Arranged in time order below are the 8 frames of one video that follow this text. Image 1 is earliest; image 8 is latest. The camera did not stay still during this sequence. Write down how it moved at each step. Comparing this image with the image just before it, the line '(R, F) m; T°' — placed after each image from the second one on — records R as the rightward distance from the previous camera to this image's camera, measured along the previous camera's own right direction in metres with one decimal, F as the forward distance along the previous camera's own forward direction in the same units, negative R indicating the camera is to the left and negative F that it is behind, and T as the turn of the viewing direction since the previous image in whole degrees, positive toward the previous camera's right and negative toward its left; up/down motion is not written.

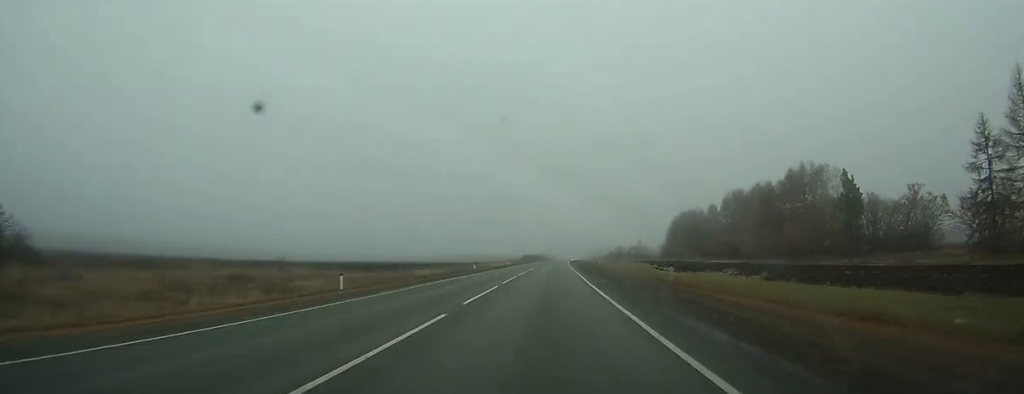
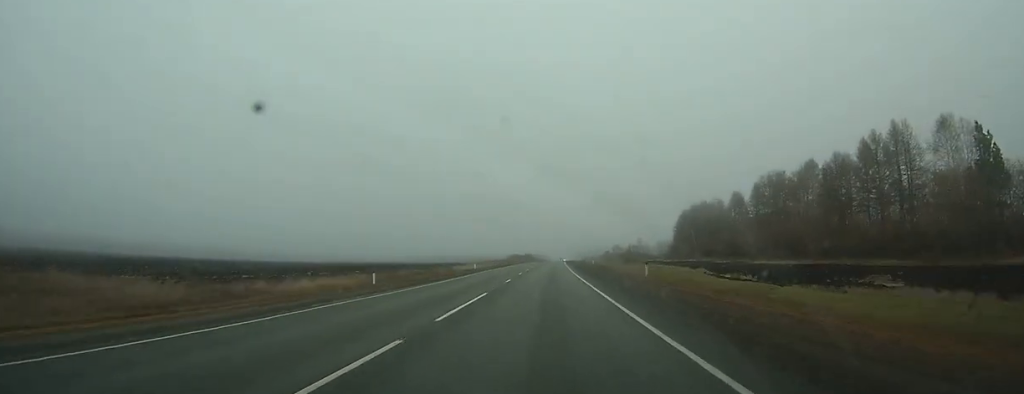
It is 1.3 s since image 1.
(+0.3, +39.6) m; +1°
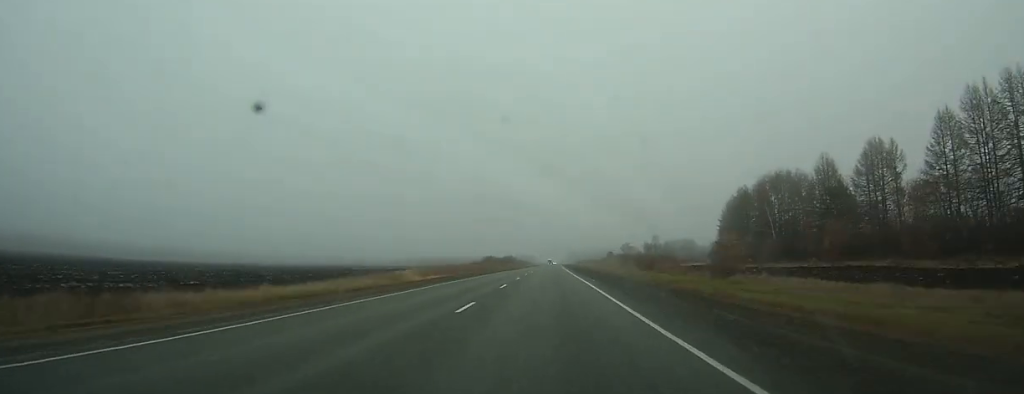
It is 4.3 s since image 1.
(+1.3, +87.3) m; +1°
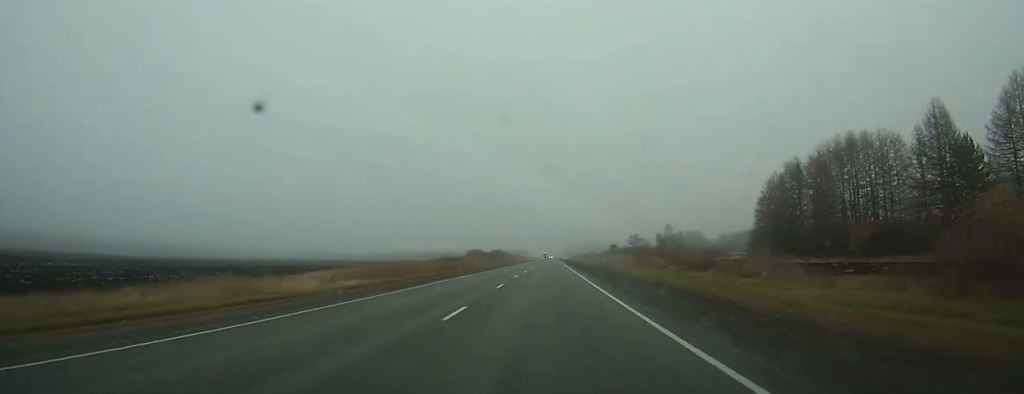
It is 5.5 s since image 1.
(+0.1, +37.8) m; 0°
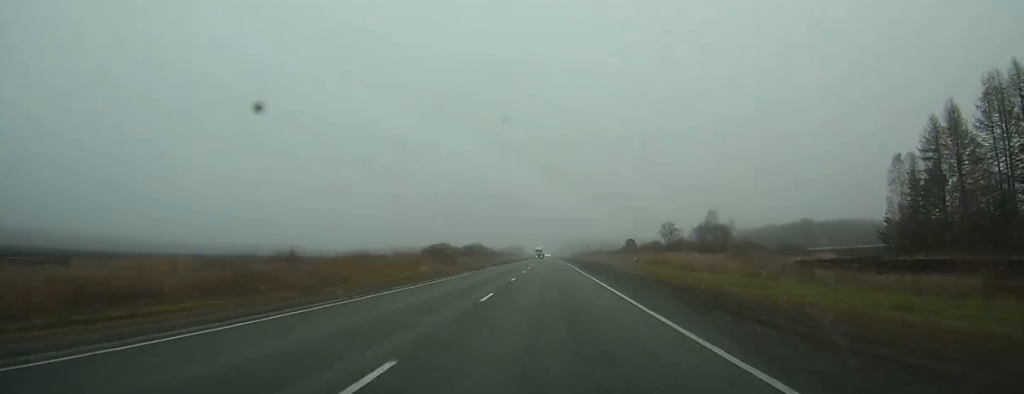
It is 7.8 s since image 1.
(+0.4, +67.6) m; +1°
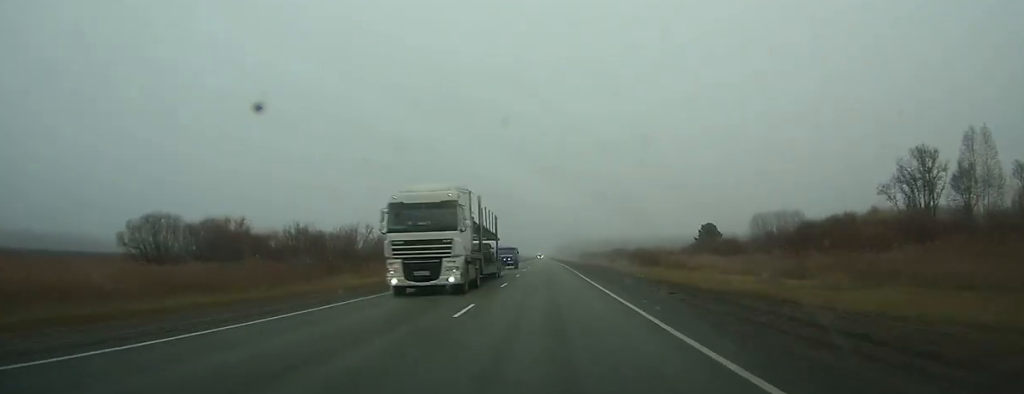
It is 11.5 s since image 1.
(+0.3, +111.1) m; 0°
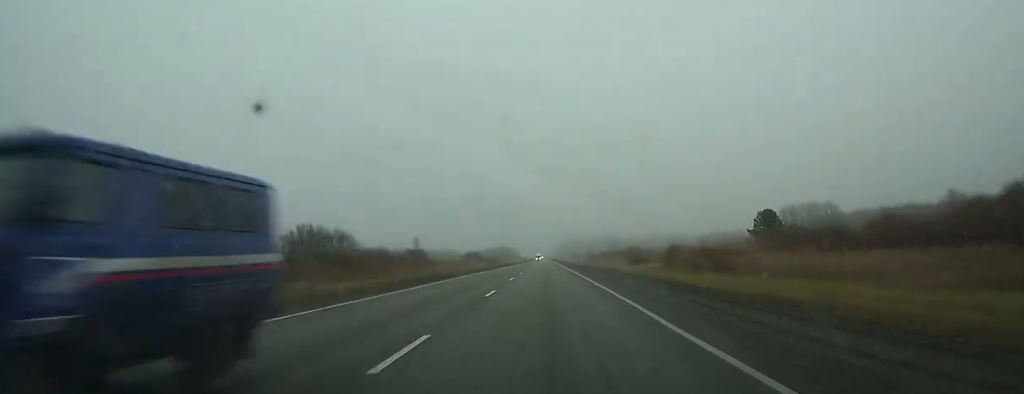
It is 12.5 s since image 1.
(0.0, +29.8) m; 0°
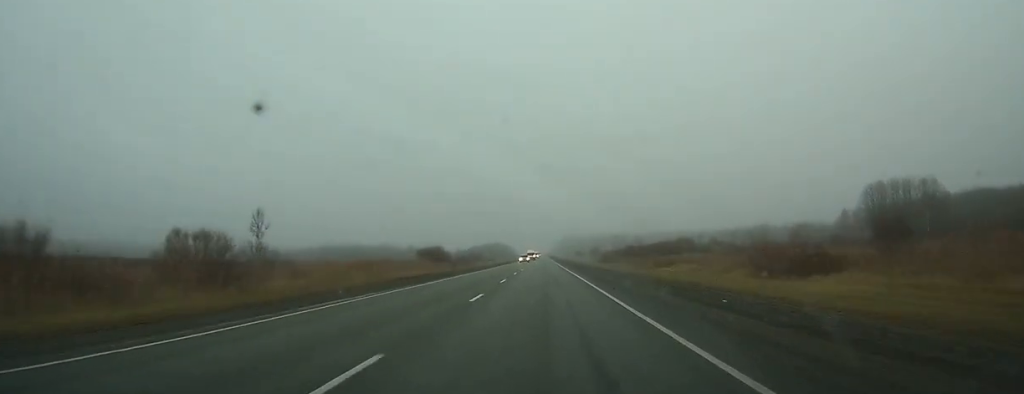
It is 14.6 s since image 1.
(0.0, +61.6) m; 0°
